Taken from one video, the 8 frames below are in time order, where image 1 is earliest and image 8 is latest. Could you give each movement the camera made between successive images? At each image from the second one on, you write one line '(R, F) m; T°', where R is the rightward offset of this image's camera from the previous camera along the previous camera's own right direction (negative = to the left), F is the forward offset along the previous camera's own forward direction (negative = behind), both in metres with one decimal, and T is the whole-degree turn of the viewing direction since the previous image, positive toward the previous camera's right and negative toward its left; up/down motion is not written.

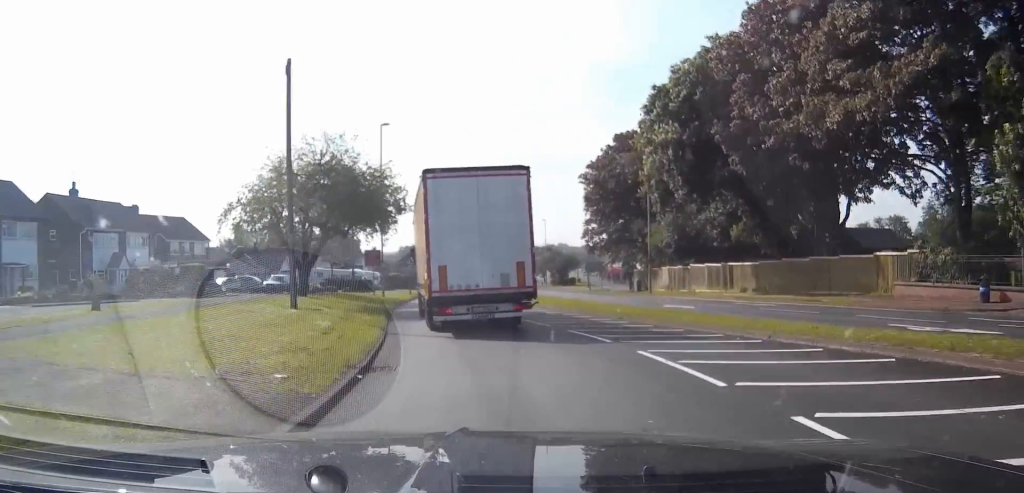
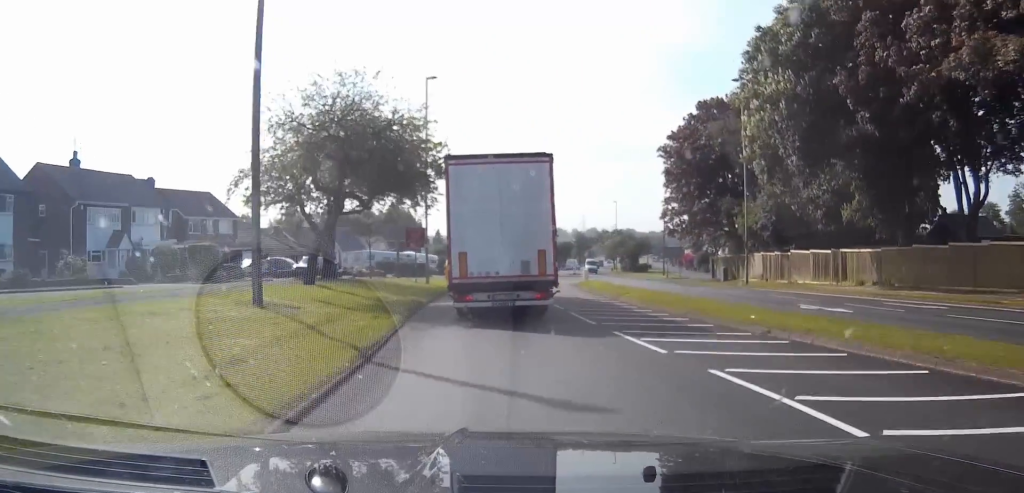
(-0.3, +8.7) m; -4°
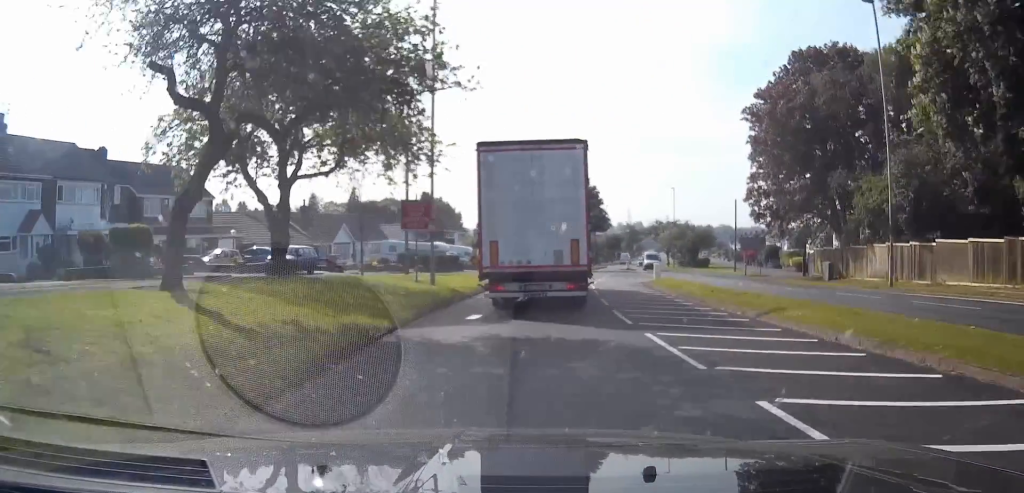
(-0.6, +14.5) m; -3°
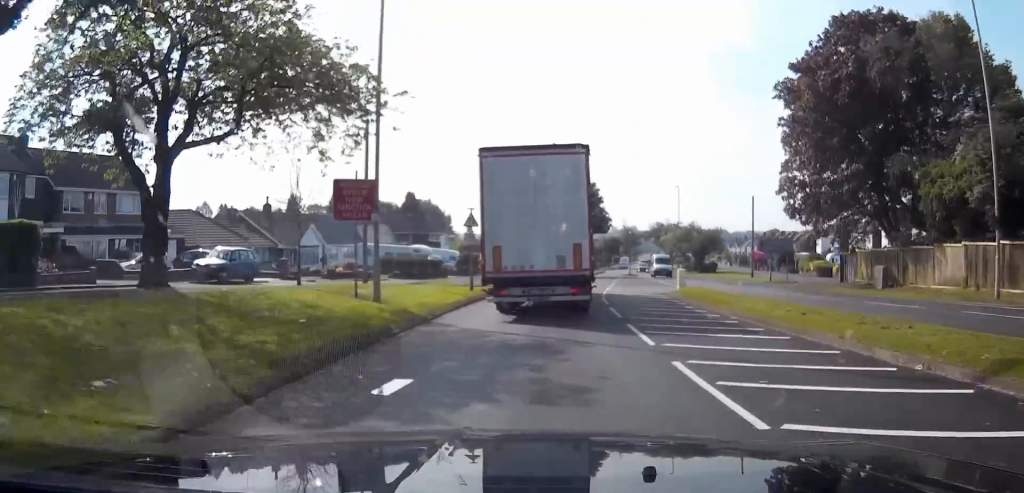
(-0.1, +9.2) m; +1°
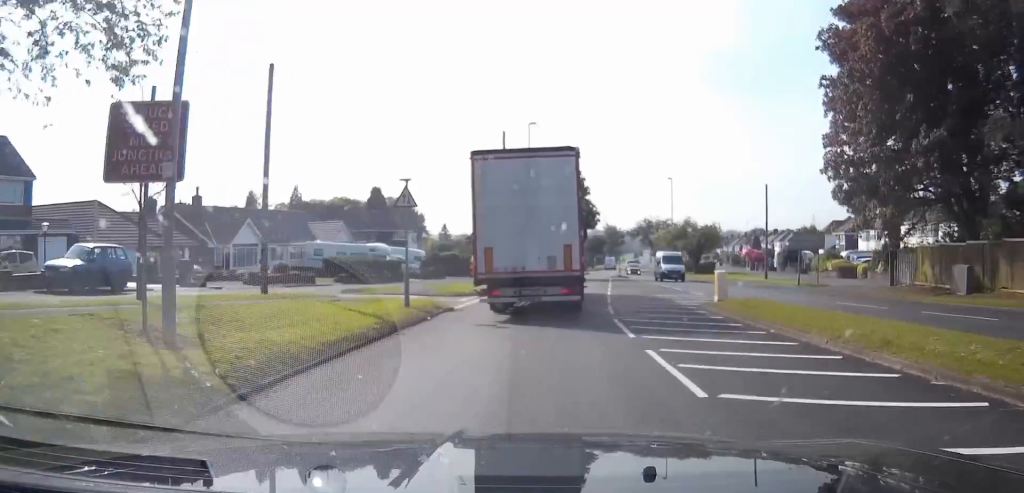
(+0.1, +10.5) m; +2°
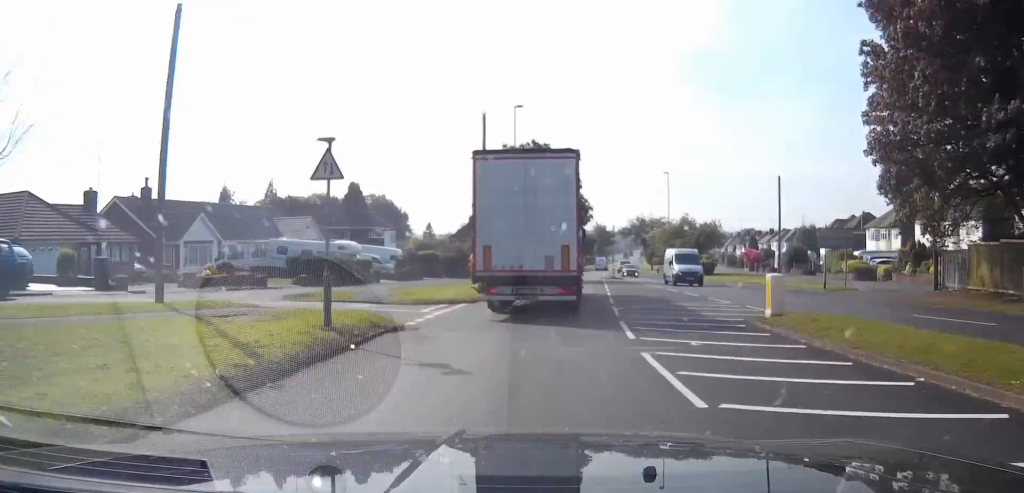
(+0.1, +6.6) m; +2°
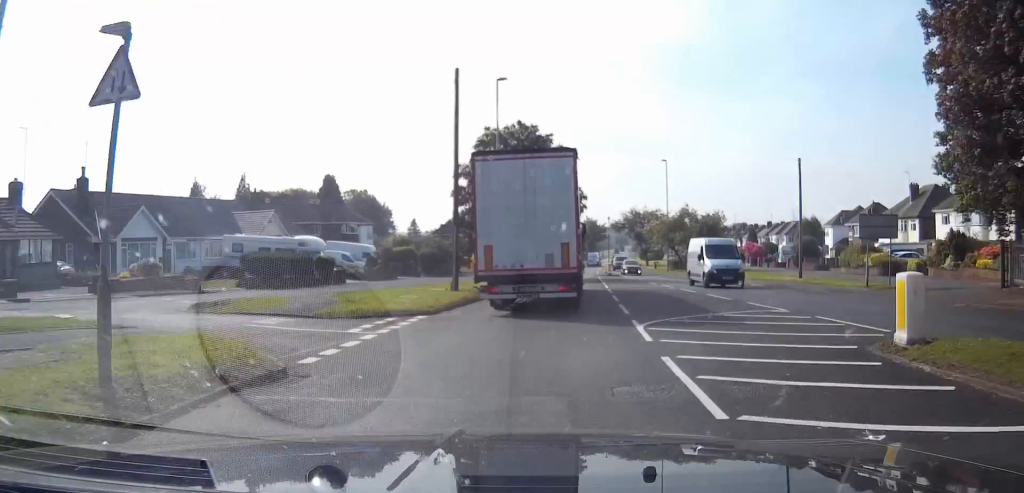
(+0.1, +7.3) m; +1°
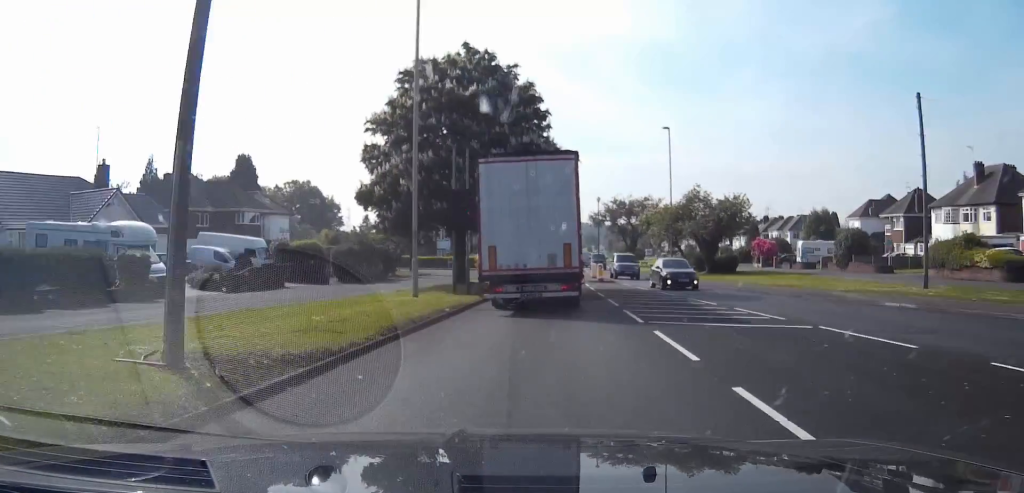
(+0.5, +20.7) m; +2°
